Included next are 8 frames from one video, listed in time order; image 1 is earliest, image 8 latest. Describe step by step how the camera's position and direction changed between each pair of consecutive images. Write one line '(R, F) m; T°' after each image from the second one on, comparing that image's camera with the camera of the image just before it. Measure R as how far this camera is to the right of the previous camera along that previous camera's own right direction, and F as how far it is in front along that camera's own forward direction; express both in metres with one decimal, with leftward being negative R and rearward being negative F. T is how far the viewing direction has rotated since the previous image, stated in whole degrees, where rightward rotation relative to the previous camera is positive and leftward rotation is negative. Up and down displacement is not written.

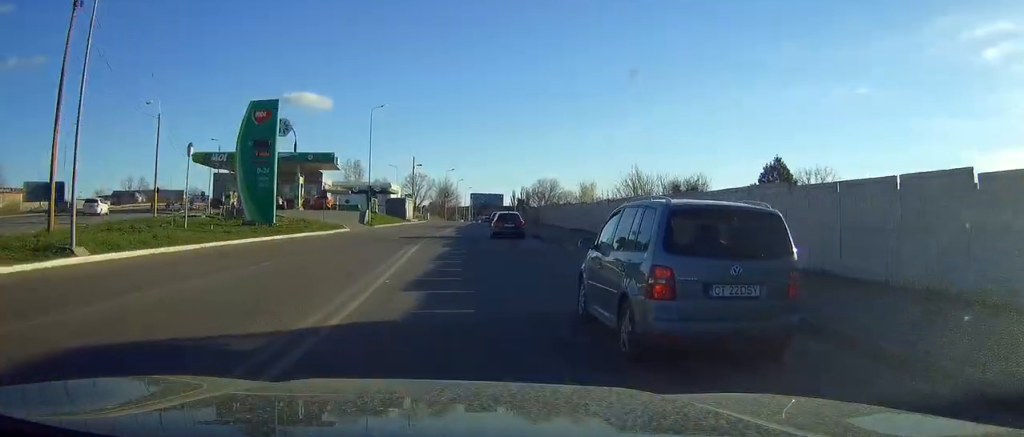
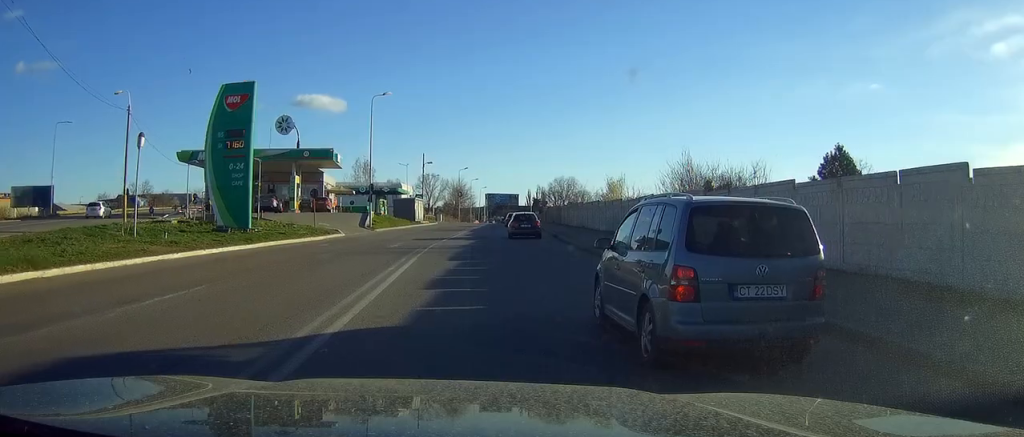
(0.0, +7.1) m; 0°
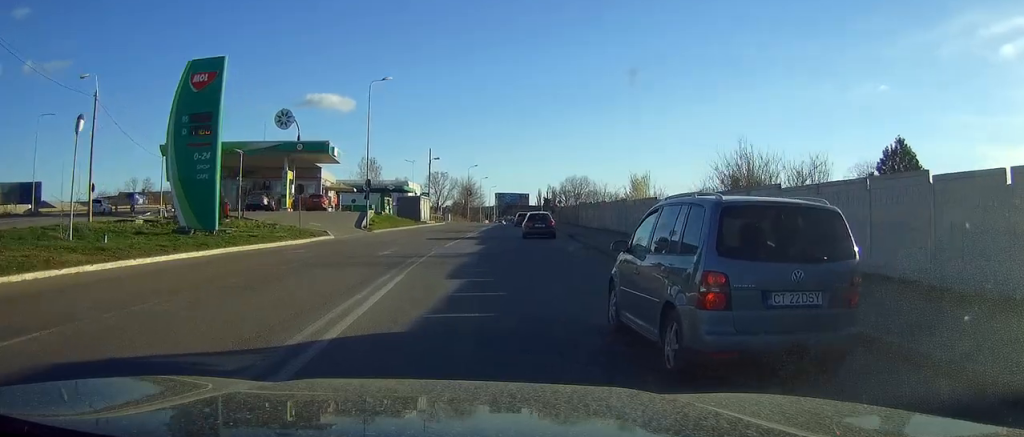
(0.0, +5.6) m; 0°
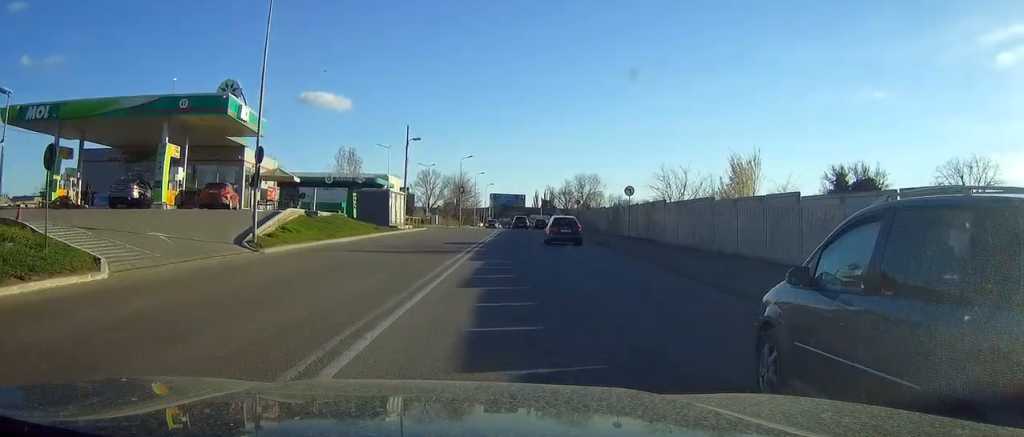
(-0.1, +23.4) m; 0°
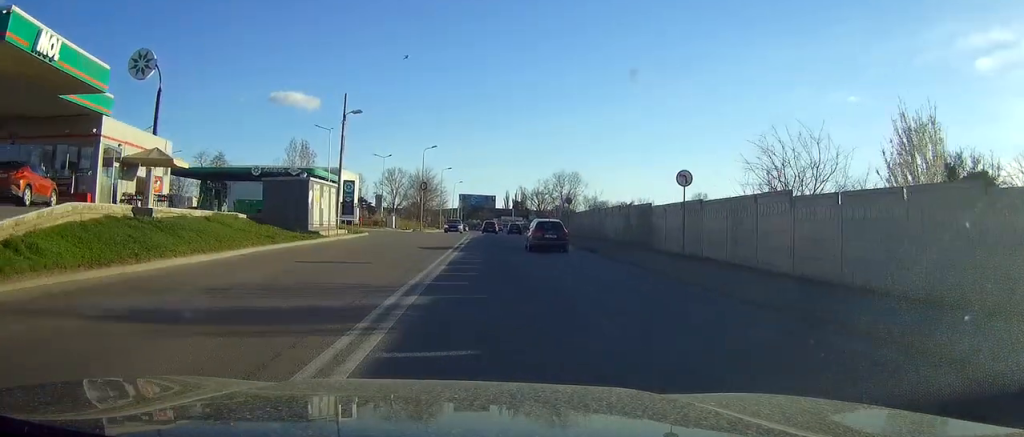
(0.0, +16.8) m; +1°
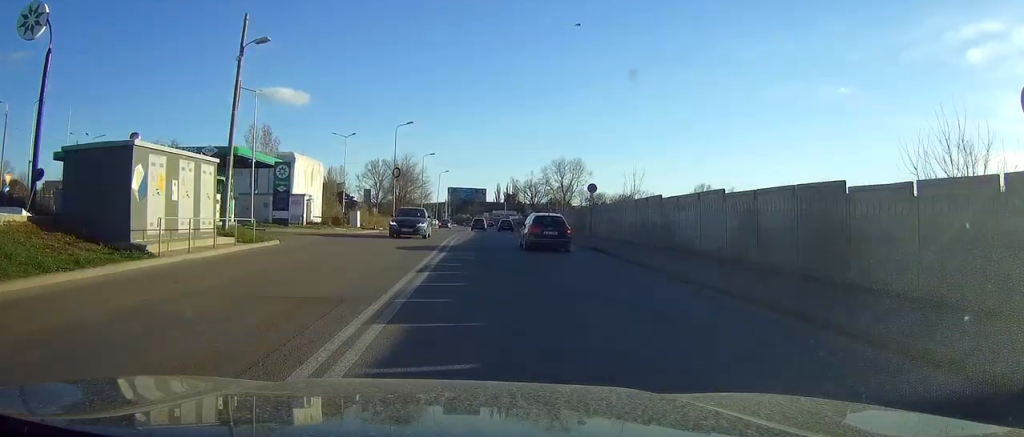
(+0.3, +18.4) m; +1°
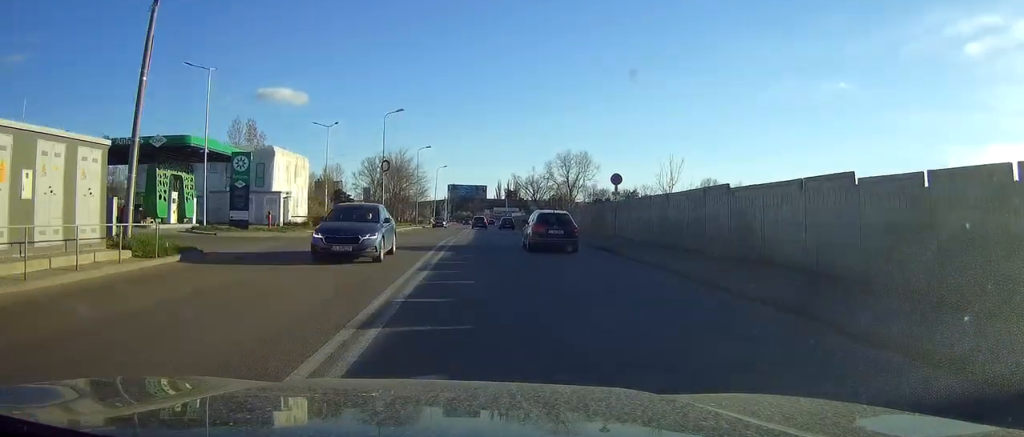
(0.0, +8.0) m; 0°
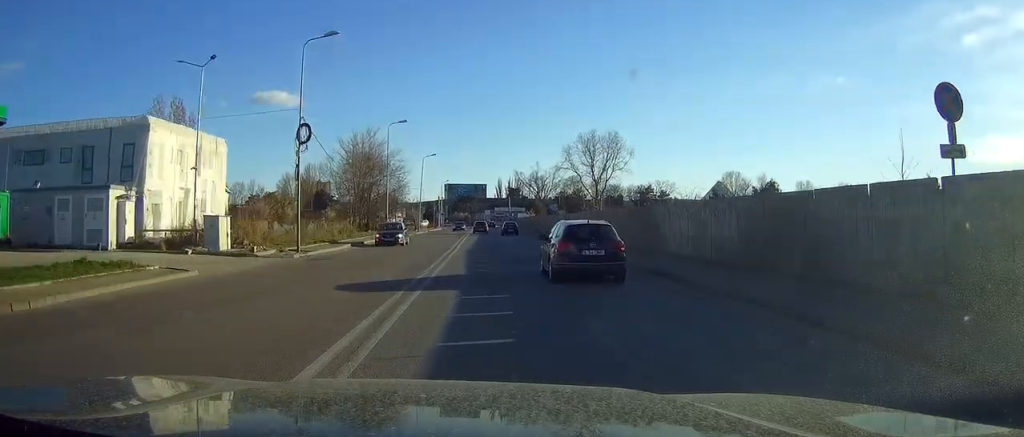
(0.0, +27.8) m; 0°
